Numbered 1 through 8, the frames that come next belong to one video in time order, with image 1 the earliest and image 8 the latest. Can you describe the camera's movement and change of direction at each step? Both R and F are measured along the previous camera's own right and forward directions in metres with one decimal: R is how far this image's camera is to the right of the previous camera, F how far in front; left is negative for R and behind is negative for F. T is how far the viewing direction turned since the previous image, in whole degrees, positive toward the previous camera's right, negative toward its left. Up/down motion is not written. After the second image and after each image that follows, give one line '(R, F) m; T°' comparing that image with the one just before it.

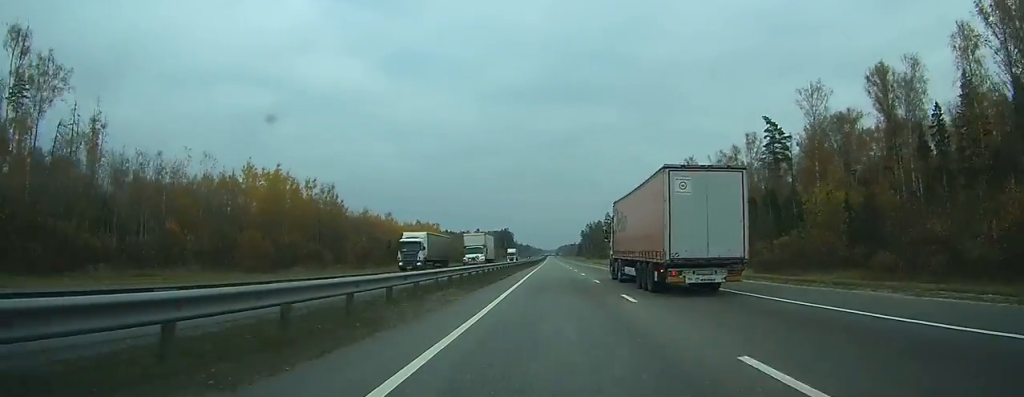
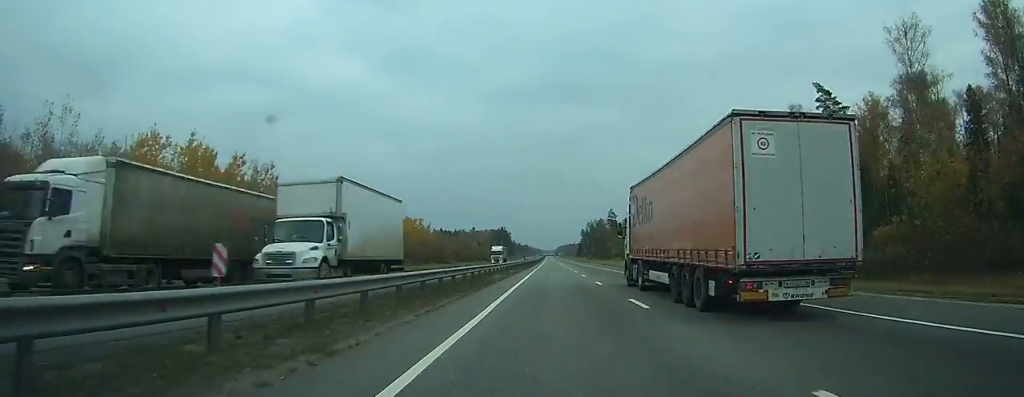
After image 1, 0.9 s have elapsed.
(0.0, +24.6) m; 0°
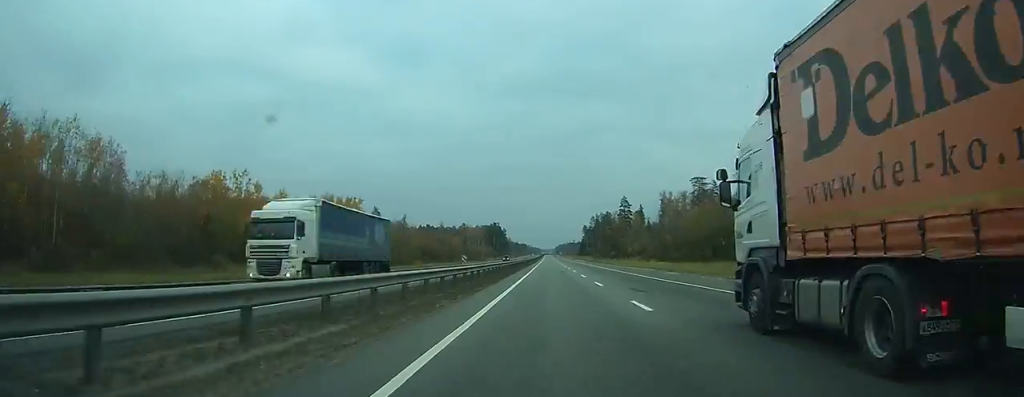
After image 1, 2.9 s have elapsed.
(+0.3, +58.5) m; +1°
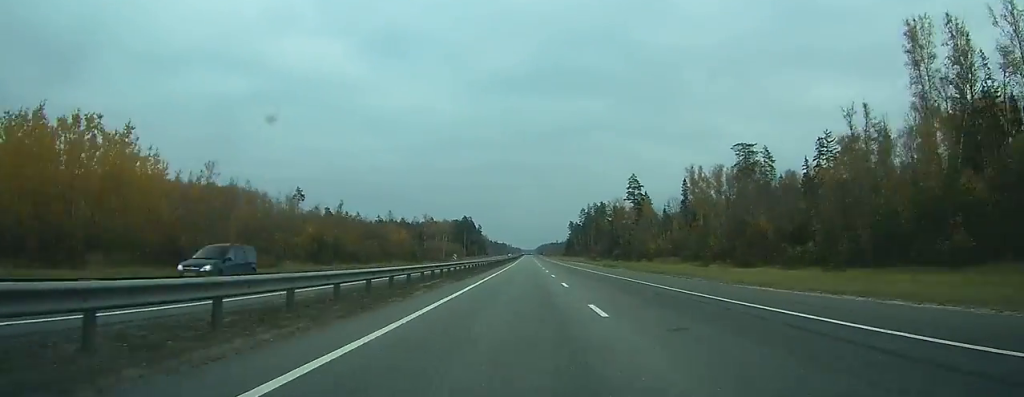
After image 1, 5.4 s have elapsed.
(+0.9, +76.6) m; +1°
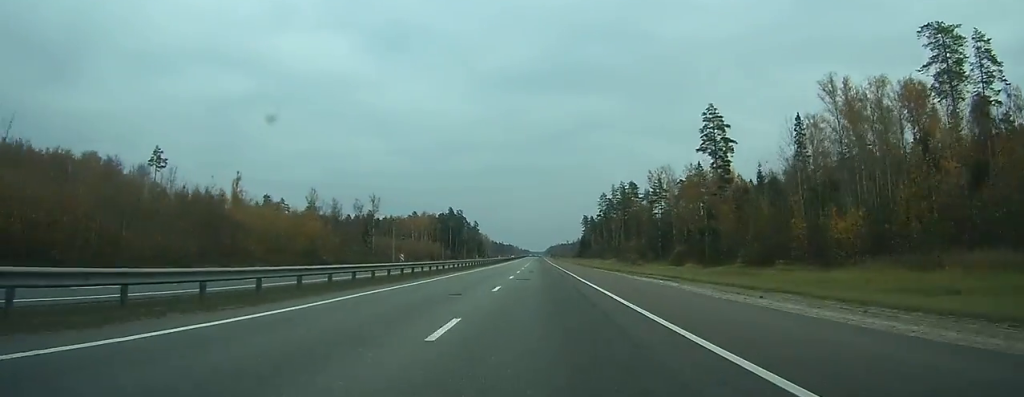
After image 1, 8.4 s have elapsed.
(+0.2, +95.5) m; 0°
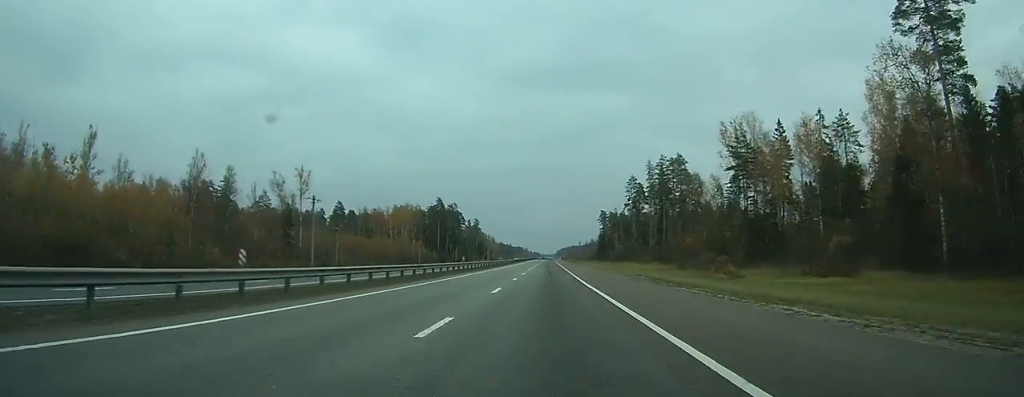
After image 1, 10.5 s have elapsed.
(-0.6, +60.0) m; -1°
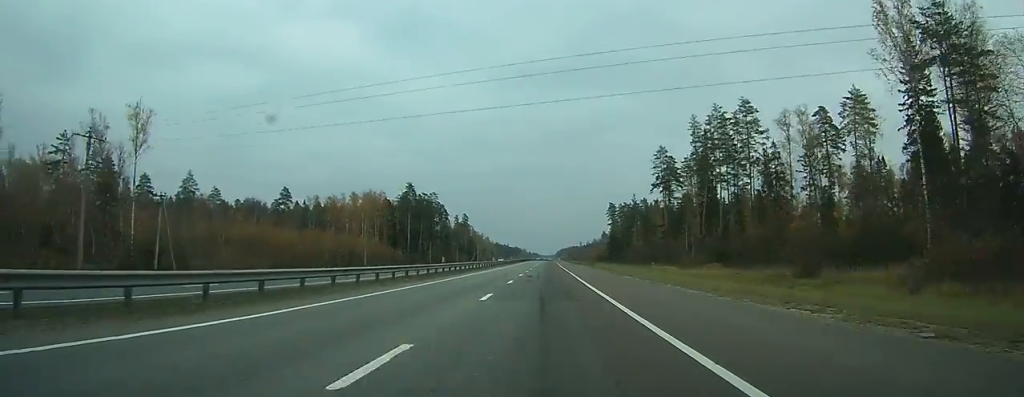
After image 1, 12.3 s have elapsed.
(-0.2, +48.9) m; 0°
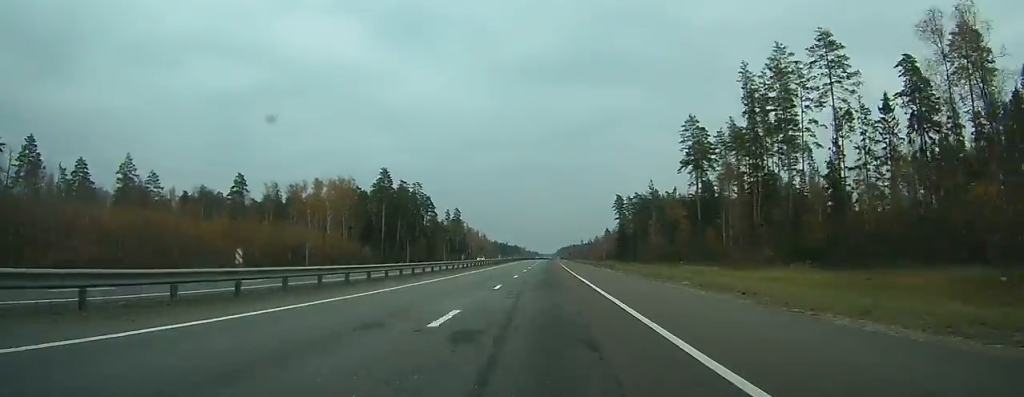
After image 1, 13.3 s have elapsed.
(-0.1, +29.4) m; 0°
